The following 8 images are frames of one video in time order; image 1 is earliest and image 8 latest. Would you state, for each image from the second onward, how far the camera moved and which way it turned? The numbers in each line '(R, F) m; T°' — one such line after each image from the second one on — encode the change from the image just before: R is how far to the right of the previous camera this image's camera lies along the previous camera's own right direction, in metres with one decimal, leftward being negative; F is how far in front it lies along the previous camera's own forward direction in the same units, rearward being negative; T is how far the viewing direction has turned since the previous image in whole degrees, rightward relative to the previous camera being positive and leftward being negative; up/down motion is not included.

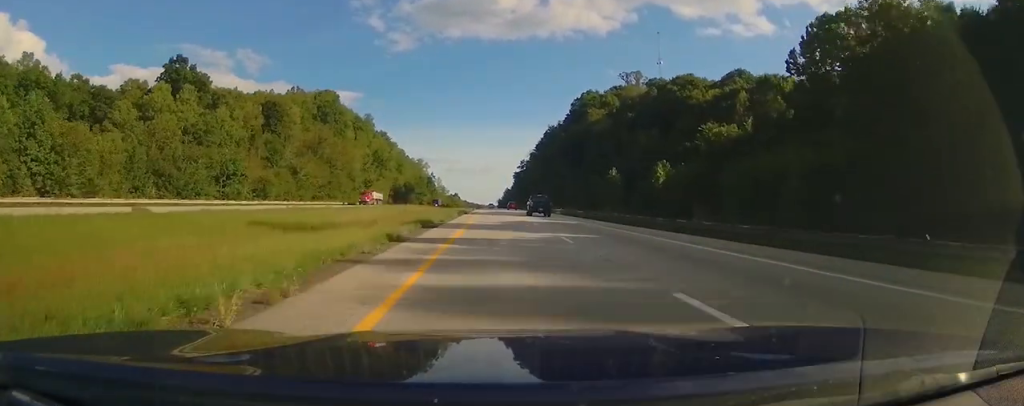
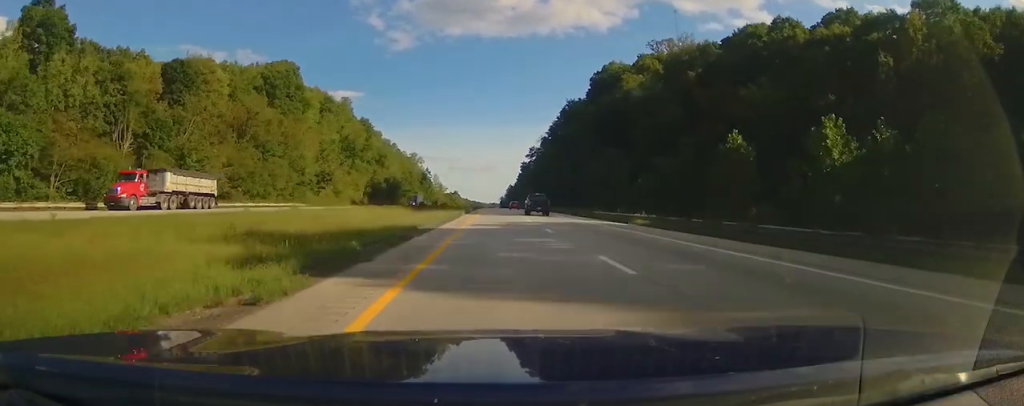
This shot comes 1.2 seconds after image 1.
(0.0, +44.1) m; 0°
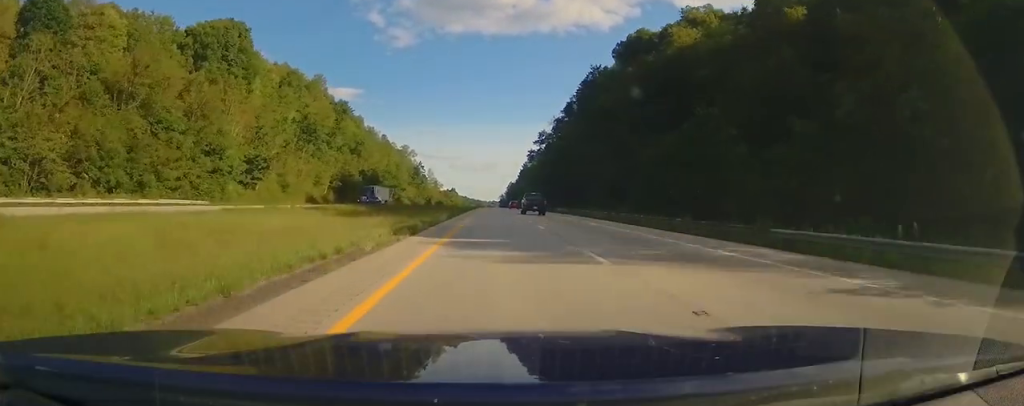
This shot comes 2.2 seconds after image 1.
(0.0, +35.7) m; 0°
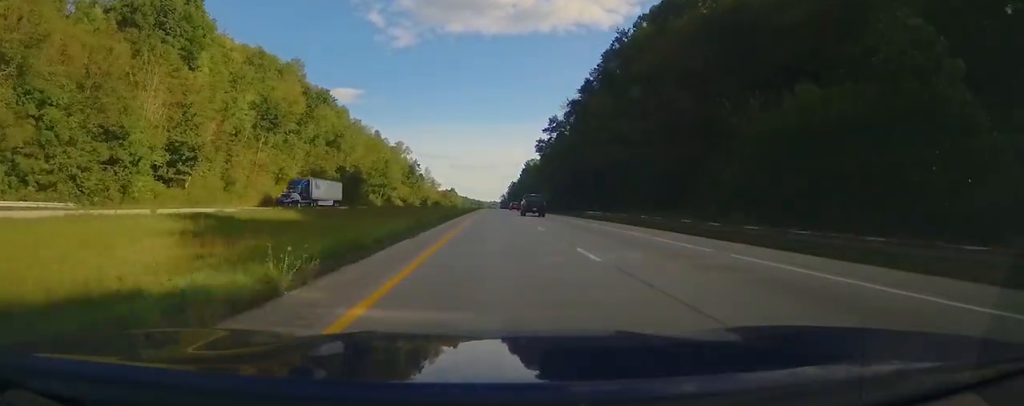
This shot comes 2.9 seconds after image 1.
(0.0, +23.7) m; 0°
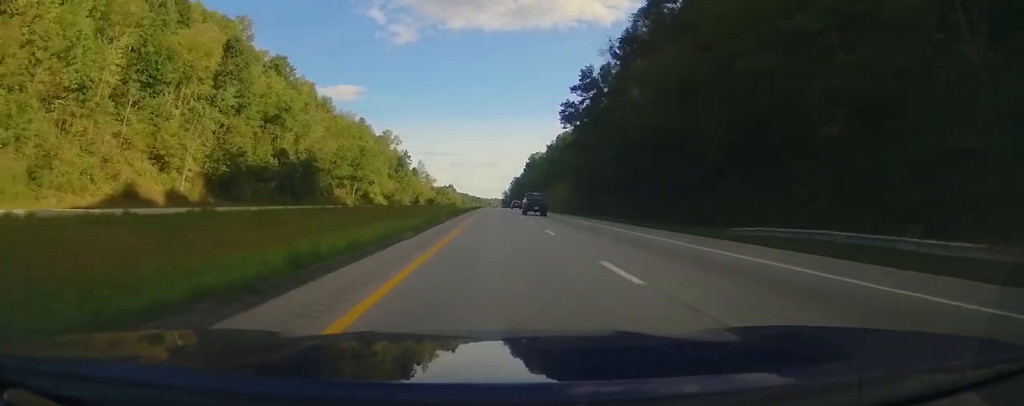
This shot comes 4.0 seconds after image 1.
(0.0, +40.0) m; 0°
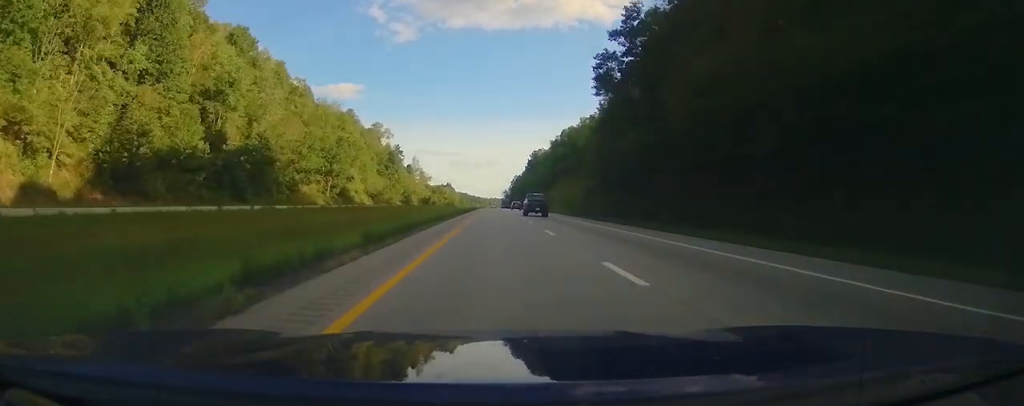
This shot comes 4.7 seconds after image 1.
(0.0, +24.5) m; 0°
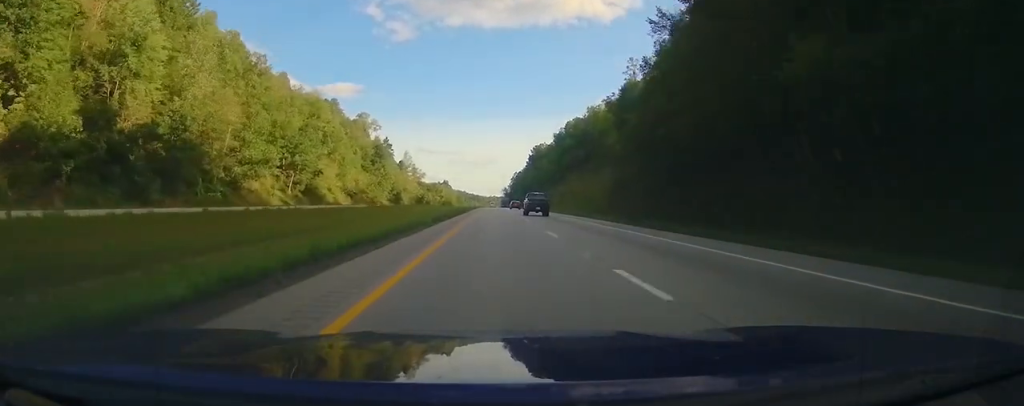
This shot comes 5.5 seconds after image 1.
(+0.2, +25.6) m; 0°
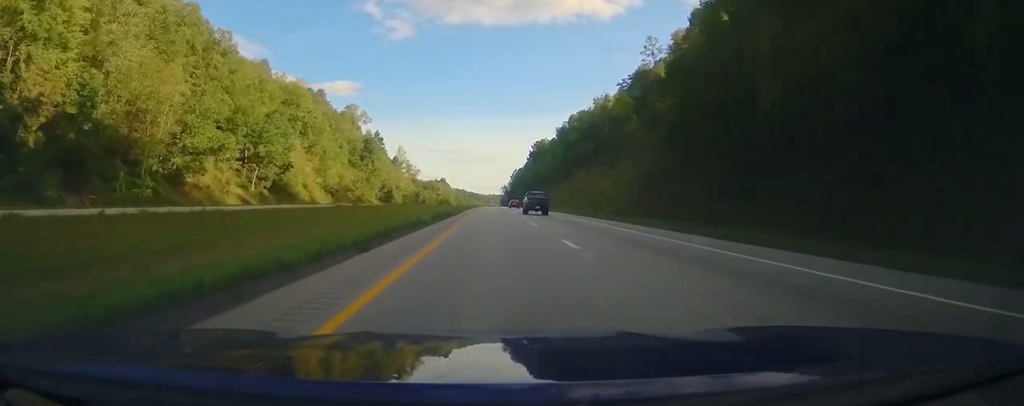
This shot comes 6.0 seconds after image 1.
(0.0, +17.4) m; 0°
